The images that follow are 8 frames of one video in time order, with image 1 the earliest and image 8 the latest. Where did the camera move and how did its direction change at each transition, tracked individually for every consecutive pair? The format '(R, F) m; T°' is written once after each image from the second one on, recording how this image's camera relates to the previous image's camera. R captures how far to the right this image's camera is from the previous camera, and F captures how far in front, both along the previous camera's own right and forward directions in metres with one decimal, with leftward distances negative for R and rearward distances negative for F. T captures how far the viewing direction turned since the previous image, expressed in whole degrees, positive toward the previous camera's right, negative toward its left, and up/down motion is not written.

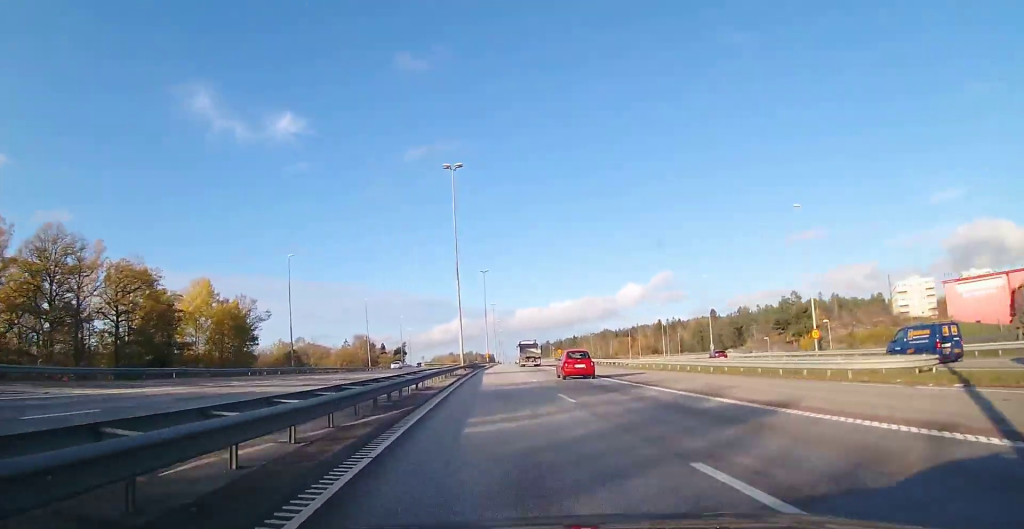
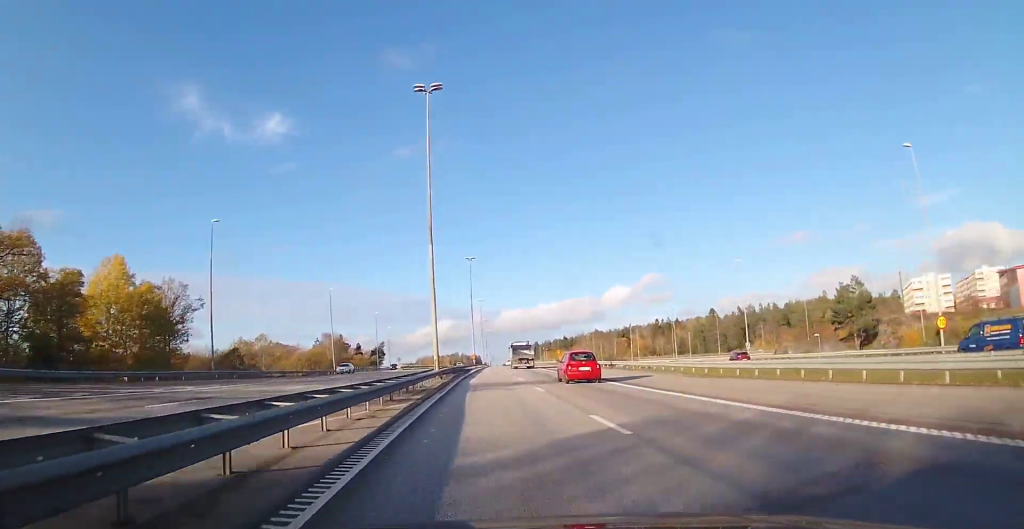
(+0.2, +18.3) m; +1°
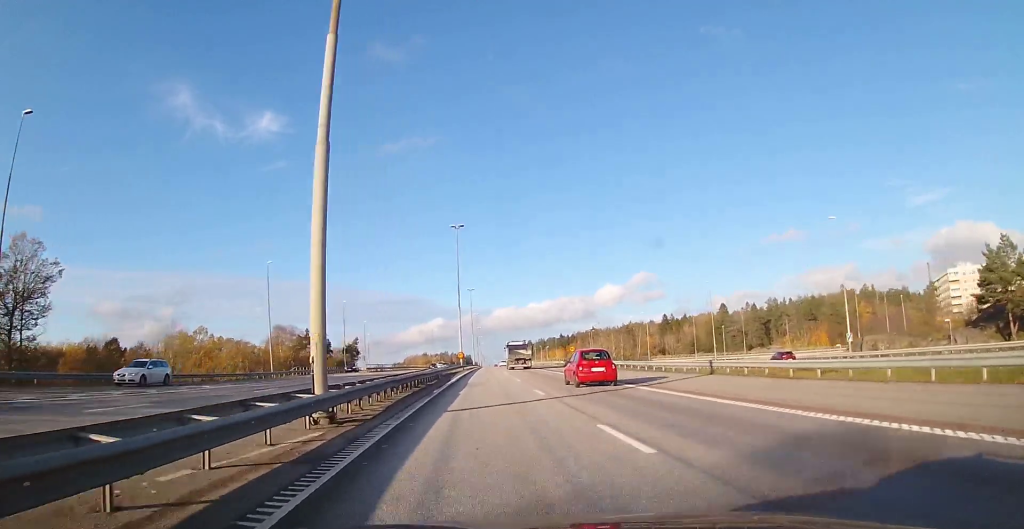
(+0.2, +25.8) m; +1°
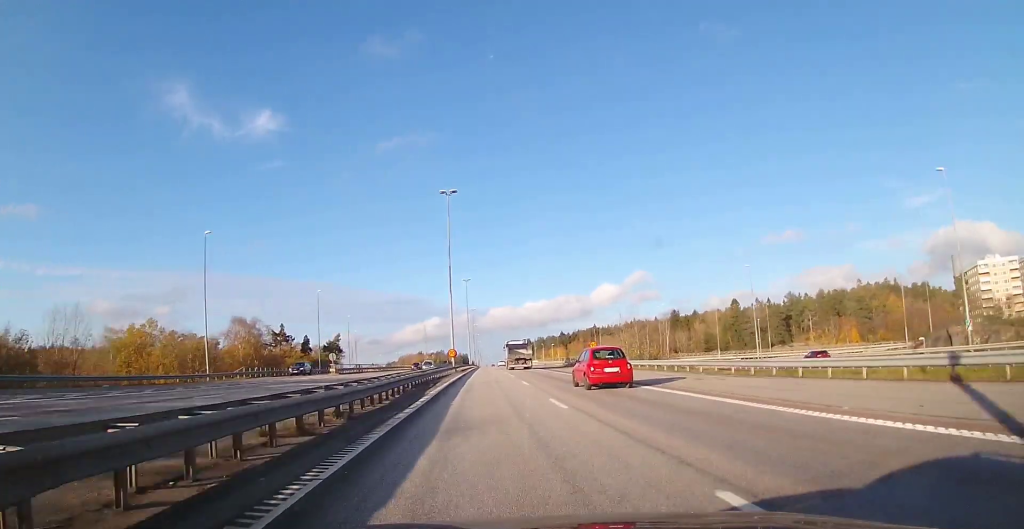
(+0.2, +17.1) m; 0°
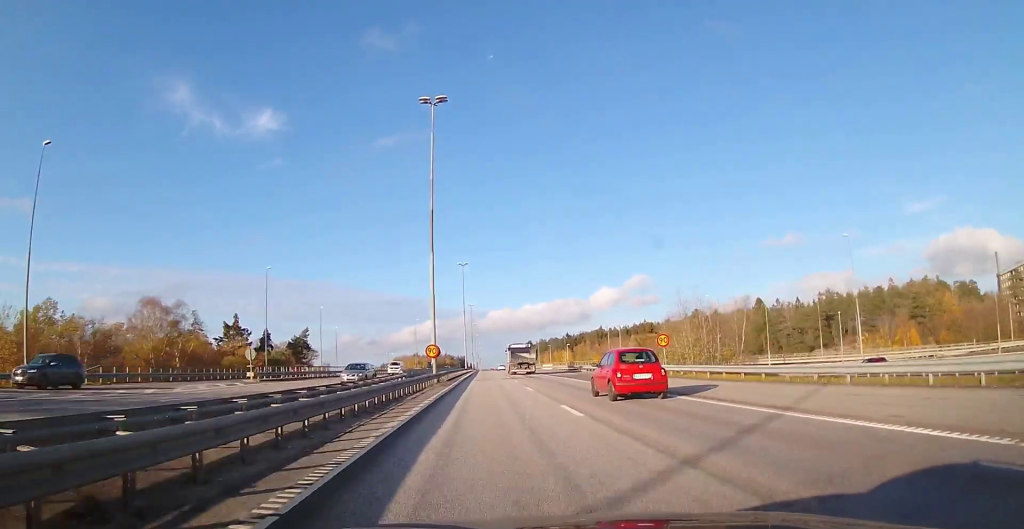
(0.0, +25.3) m; 0°
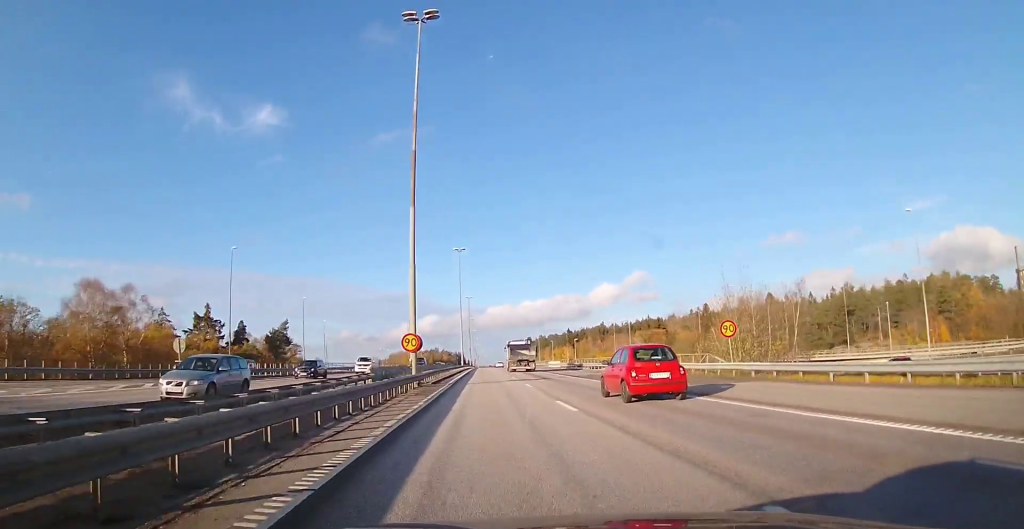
(0.0, +11.2) m; 0°
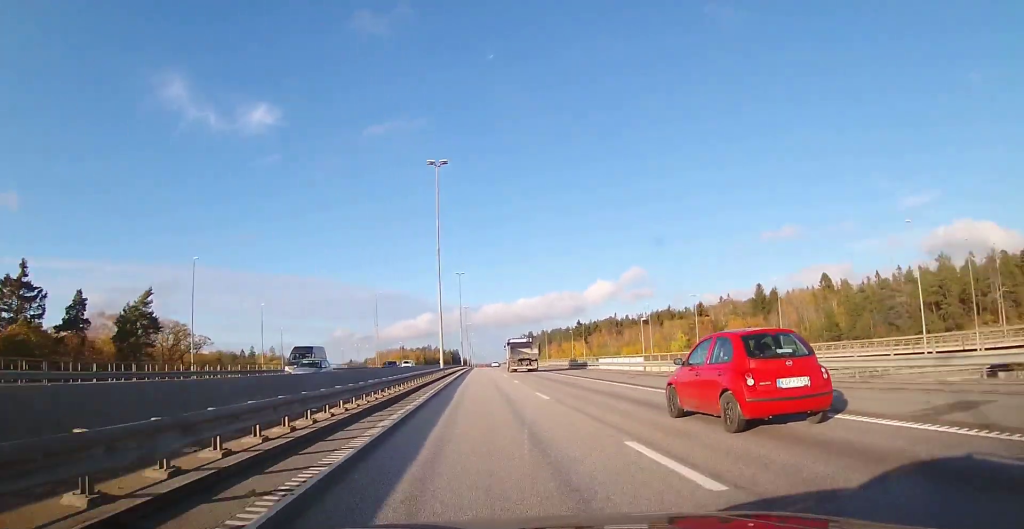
(+0.1, +43.8) m; 0°
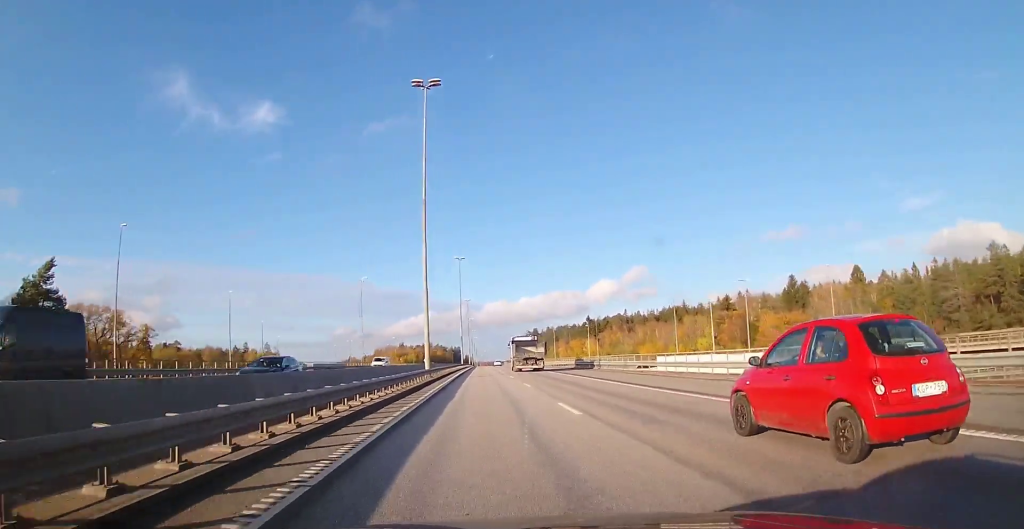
(0.0, +16.8) m; 0°
